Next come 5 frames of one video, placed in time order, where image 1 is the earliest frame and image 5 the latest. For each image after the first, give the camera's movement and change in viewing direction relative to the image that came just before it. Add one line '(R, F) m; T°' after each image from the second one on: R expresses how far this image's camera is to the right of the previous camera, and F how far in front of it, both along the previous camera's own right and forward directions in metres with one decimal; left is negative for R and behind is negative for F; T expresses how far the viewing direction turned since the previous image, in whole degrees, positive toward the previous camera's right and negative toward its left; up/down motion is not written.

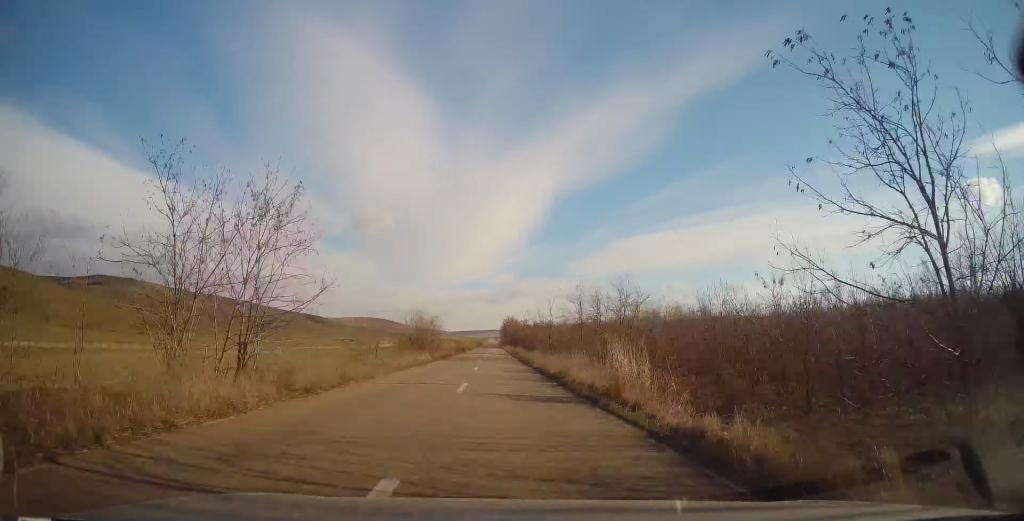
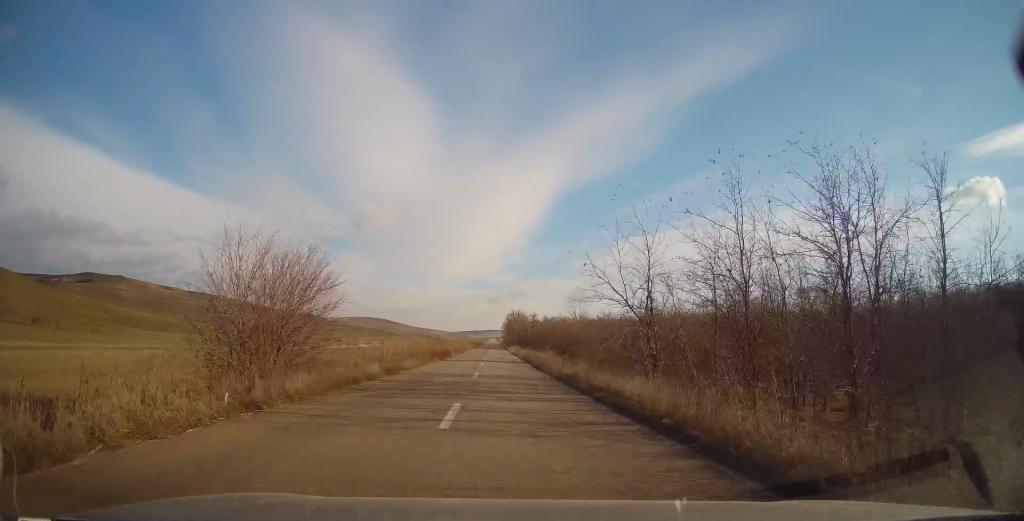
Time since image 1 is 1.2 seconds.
(+0.2, +29.3) m; +2°
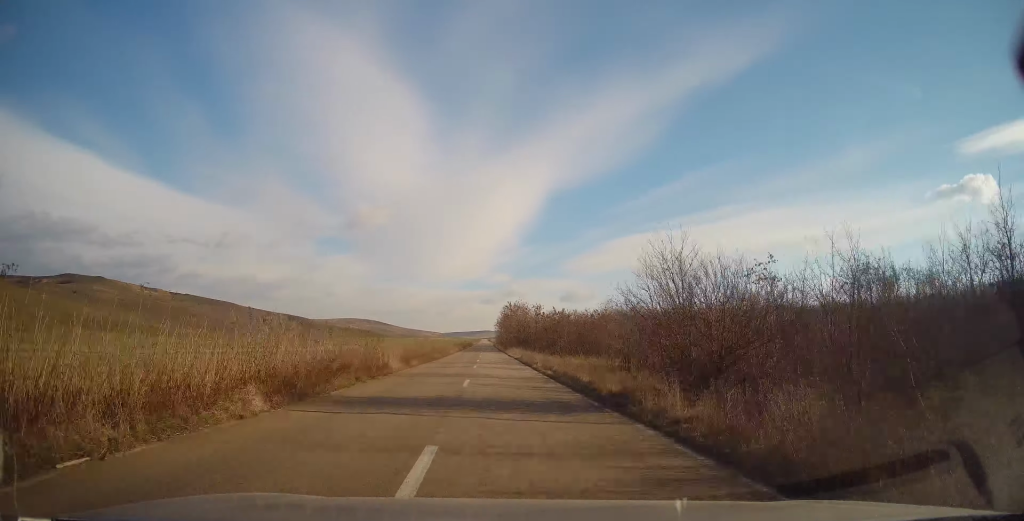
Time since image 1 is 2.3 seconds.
(+0.5, +28.4) m; 0°
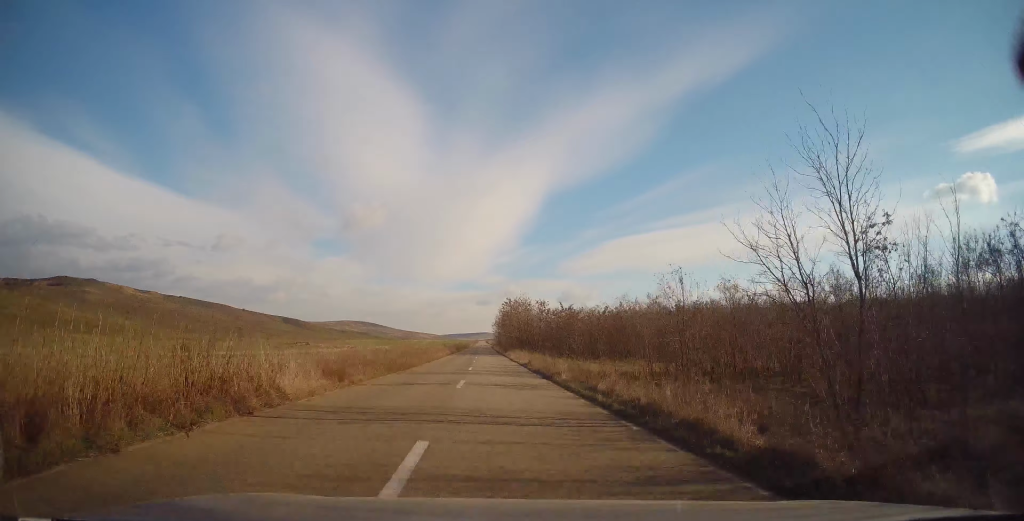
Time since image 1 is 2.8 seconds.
(-0.2, +11.9) m; -1°
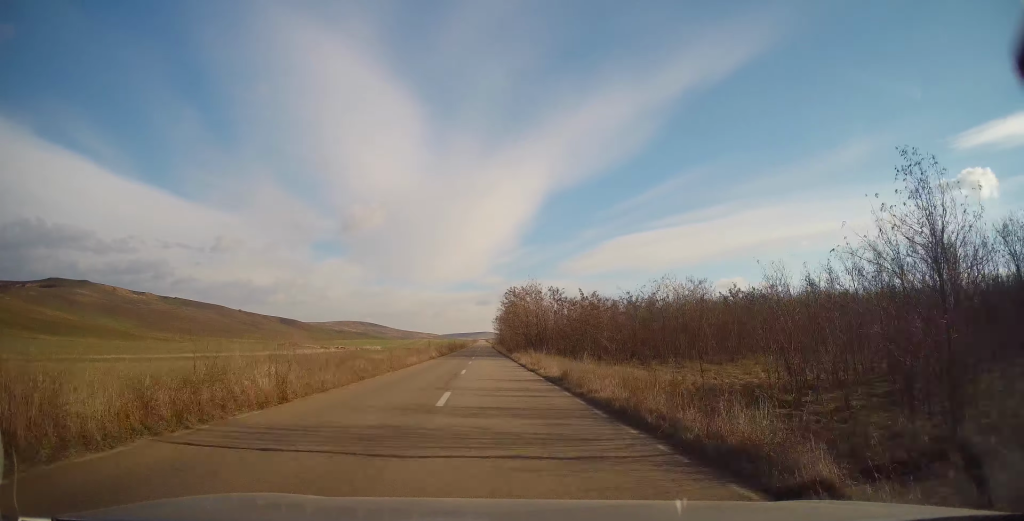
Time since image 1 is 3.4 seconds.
(-0.1, +16.4) m; 0°
